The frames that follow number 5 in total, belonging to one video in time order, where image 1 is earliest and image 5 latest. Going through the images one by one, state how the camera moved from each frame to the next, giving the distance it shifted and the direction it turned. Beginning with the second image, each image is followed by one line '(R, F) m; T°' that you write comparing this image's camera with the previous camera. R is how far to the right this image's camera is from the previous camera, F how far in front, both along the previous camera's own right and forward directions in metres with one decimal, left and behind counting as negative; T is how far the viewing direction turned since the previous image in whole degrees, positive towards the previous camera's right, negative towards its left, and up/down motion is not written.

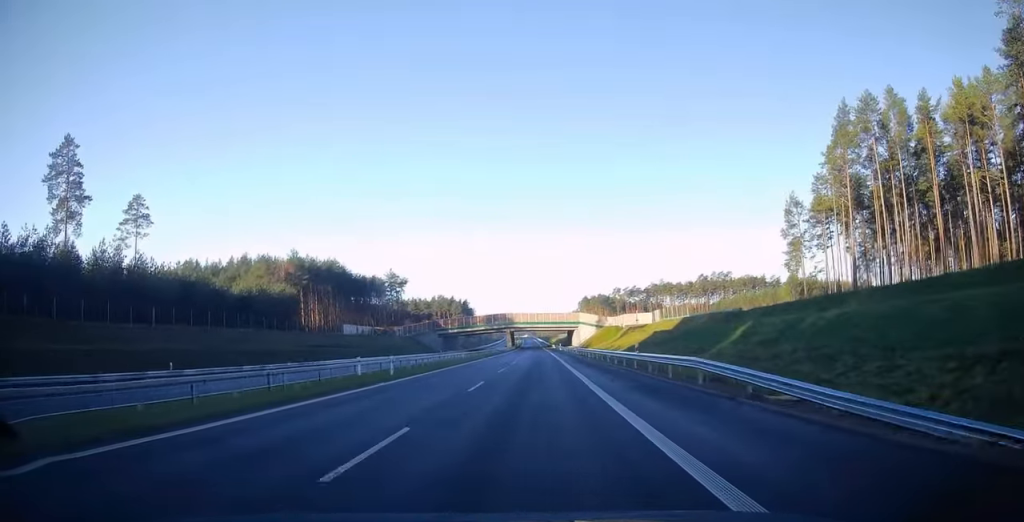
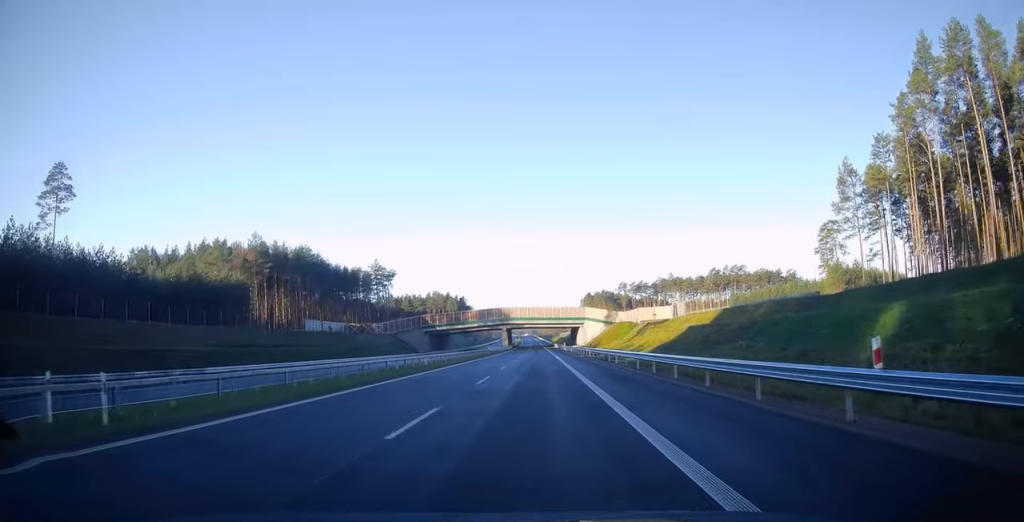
(0.0, +21.2) m; 0°
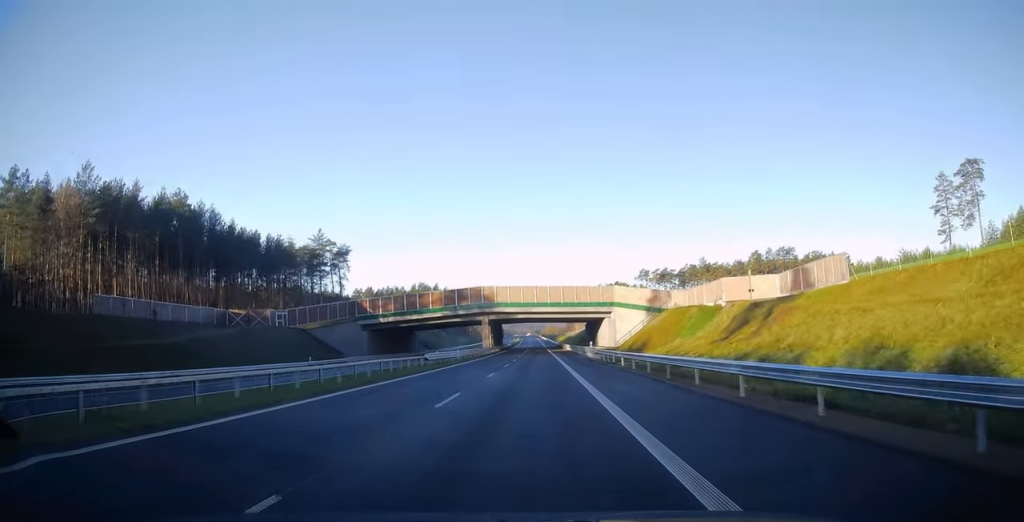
(-0.7, +55.6) m; -1°
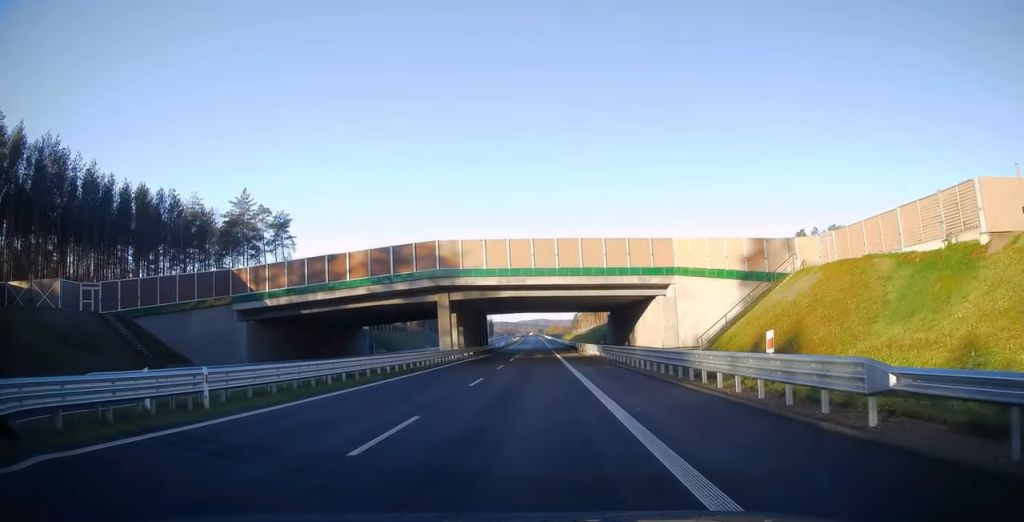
(+0.3, +42.0) m; 0°
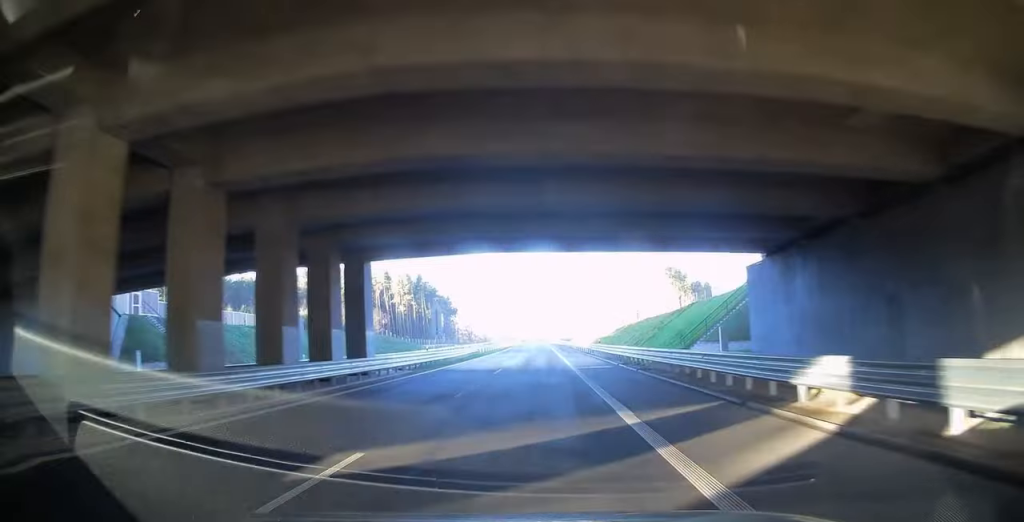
(-0.3, +64.4) m; +1°
